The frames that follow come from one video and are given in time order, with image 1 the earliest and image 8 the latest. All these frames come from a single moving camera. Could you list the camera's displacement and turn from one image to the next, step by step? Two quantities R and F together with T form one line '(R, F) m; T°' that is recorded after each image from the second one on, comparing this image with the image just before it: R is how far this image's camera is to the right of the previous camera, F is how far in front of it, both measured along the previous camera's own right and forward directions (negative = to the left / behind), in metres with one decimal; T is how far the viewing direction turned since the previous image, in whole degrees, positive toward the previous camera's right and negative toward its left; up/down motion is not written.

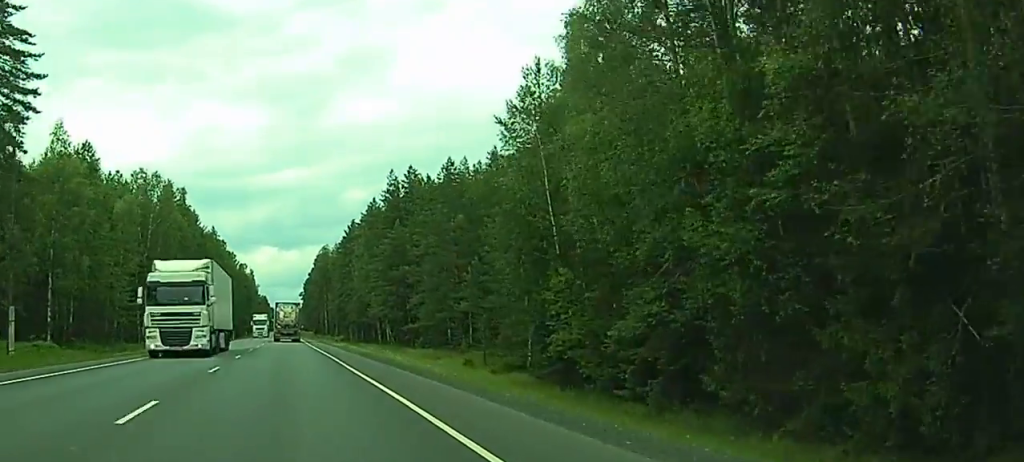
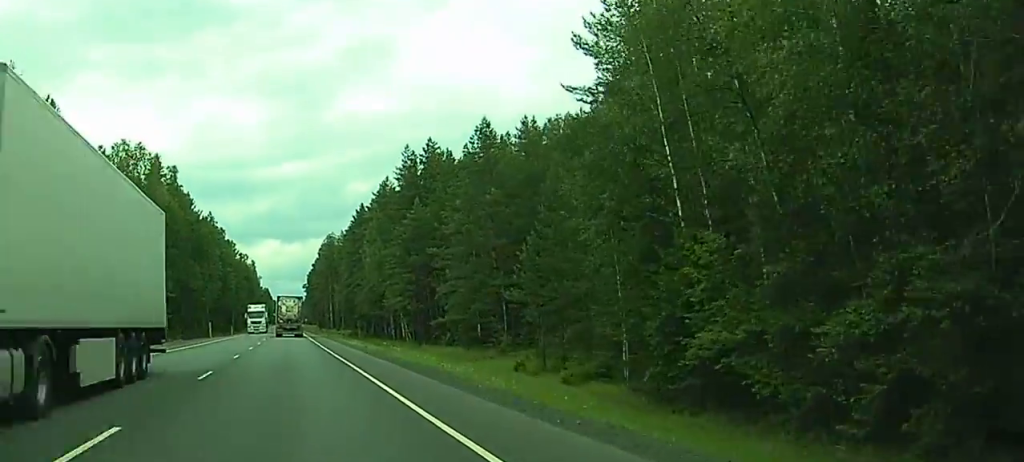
(-0.1, +15.4) m; 0°
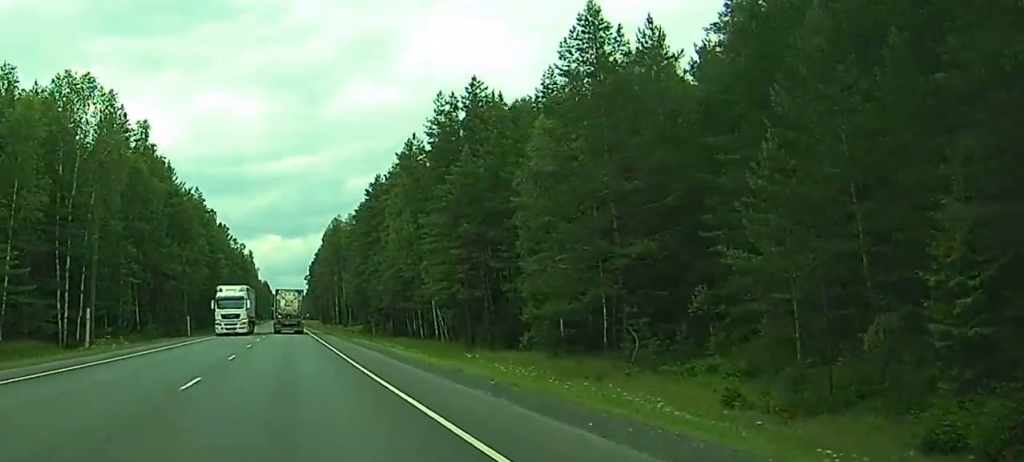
(+0.3, +27.8) m; 0°
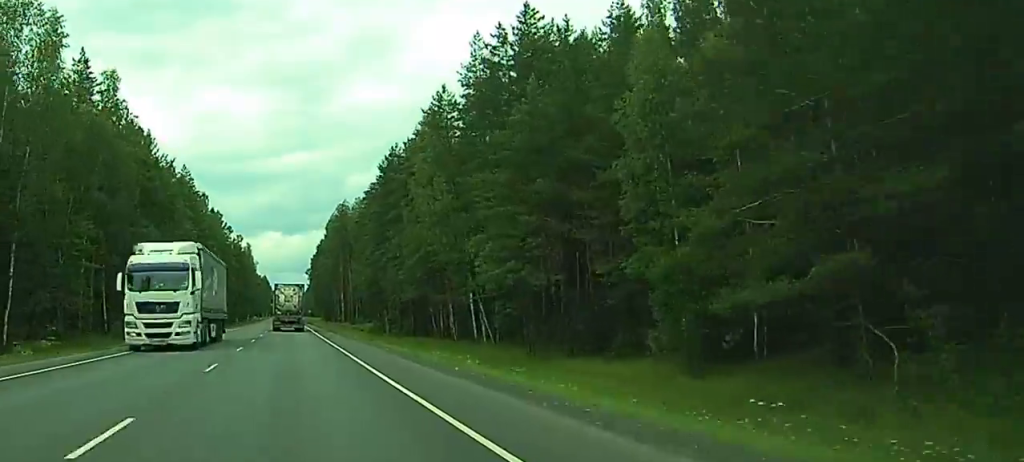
(-0.1, +20.0) m; 0°
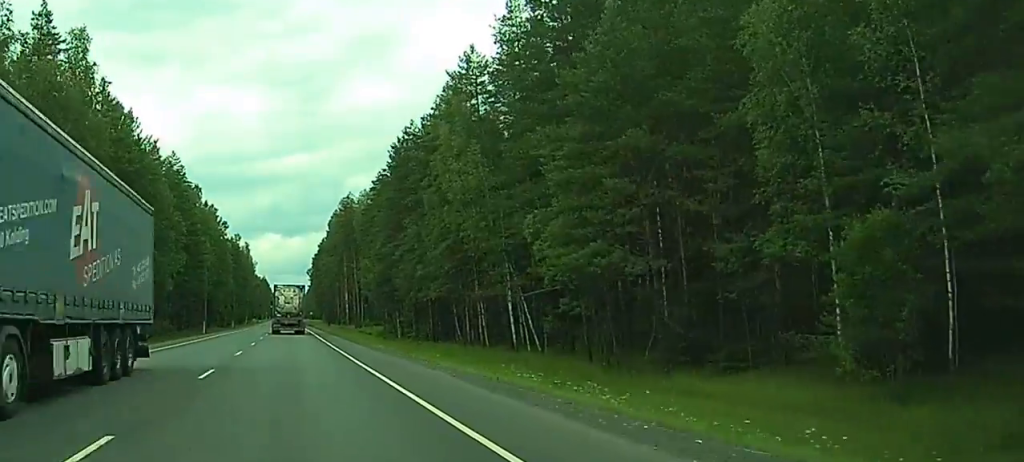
(-0.1, +13.3) m; 0°
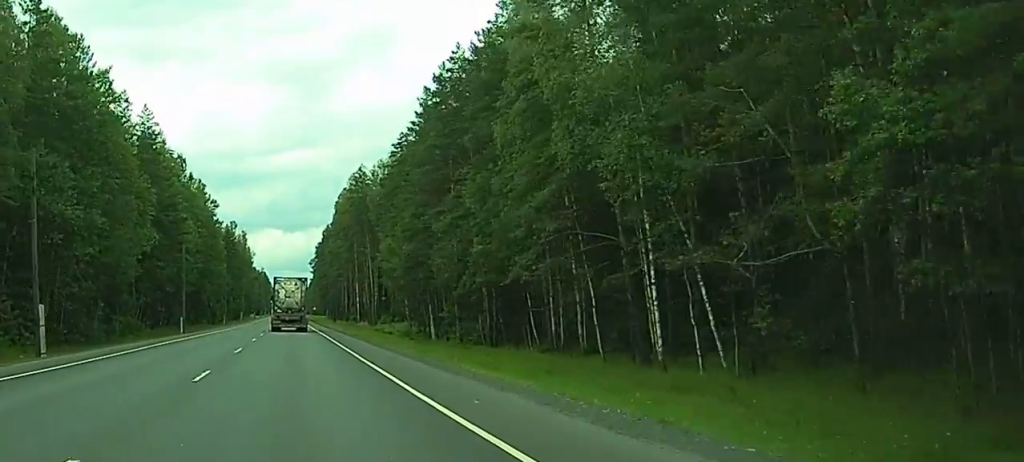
(+0.1, +25.4) m; 0°
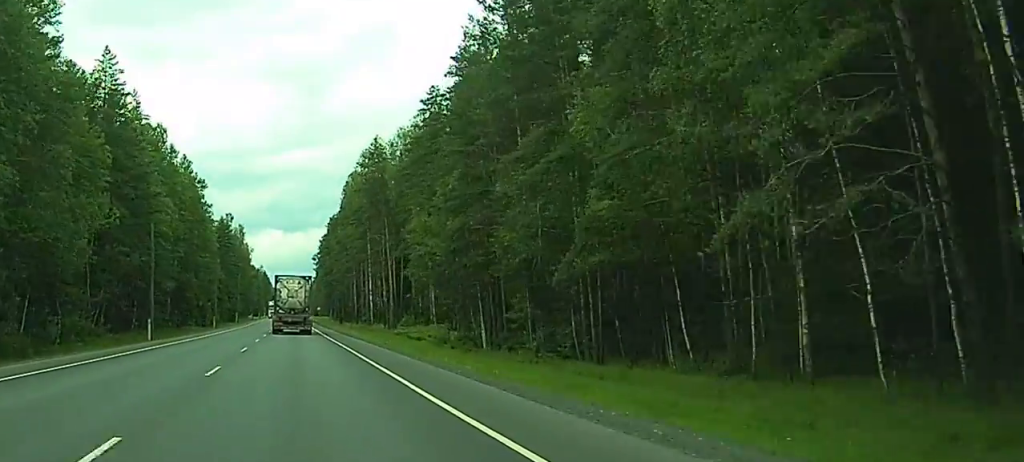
(0.0, +22.3) m; 0°
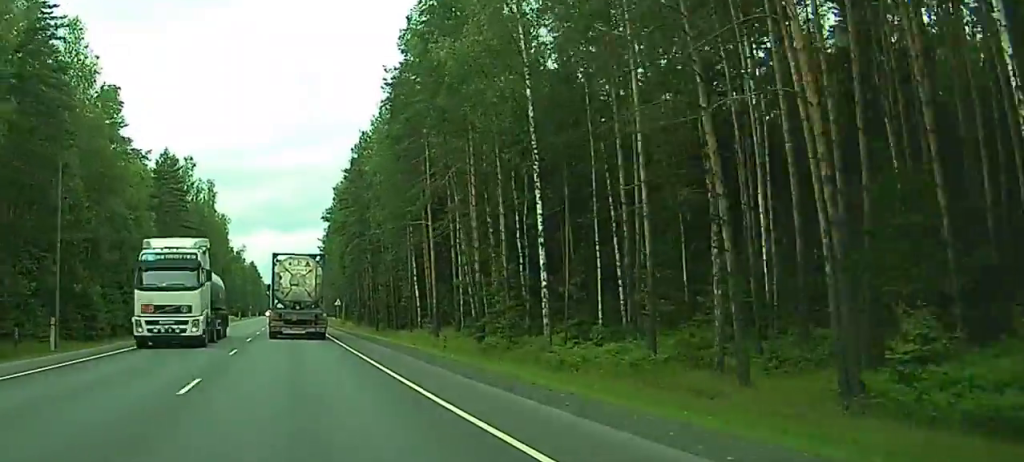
(+0.1, +87.2) m; 0°
